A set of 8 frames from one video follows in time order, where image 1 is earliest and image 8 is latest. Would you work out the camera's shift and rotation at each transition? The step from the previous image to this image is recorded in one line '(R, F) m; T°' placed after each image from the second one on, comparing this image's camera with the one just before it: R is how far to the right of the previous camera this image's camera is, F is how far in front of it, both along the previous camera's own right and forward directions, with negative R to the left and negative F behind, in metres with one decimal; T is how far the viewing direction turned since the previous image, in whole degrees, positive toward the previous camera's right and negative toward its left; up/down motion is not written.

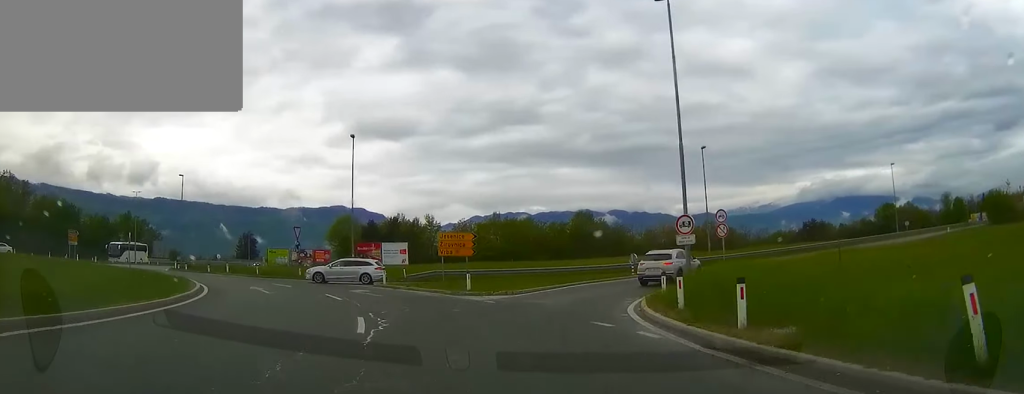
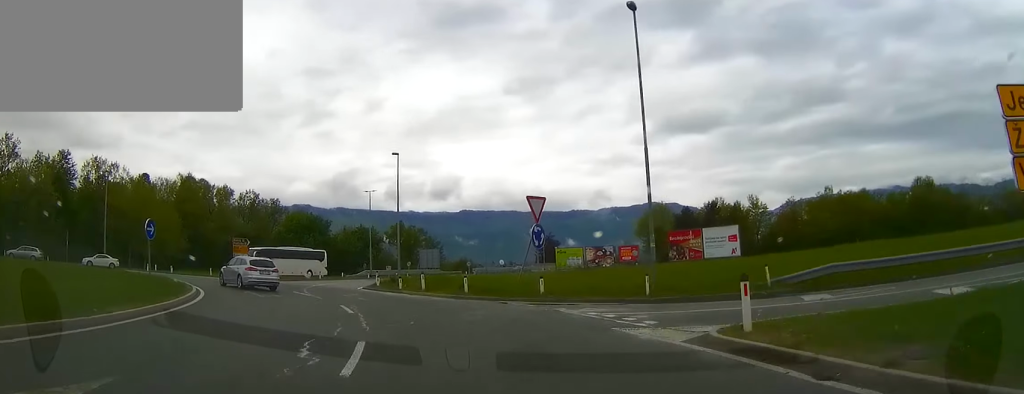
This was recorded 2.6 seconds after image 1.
(-4.5, +17.4) m; -19°
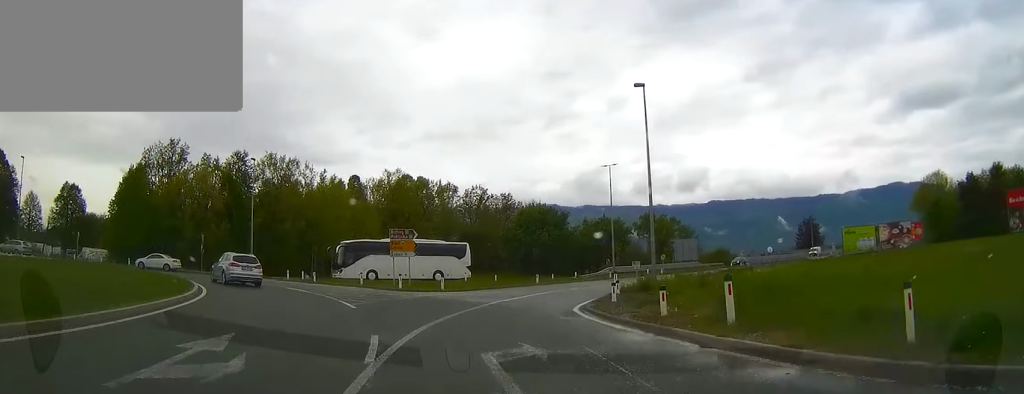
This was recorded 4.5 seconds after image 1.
(-2.5, +16.1) m; -6°
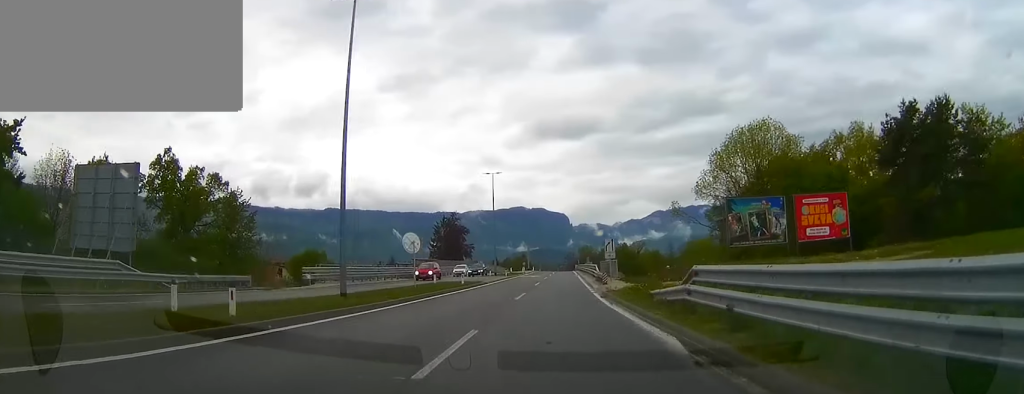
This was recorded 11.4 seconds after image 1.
(+21.2, +75.1) m; +23°
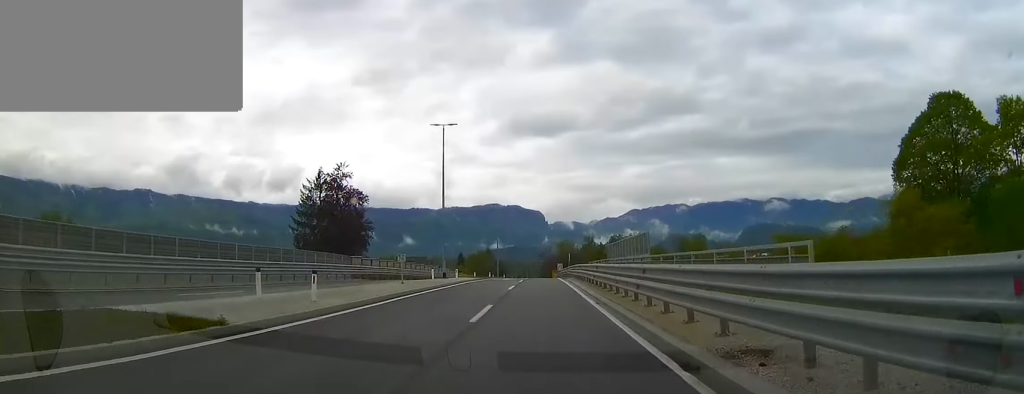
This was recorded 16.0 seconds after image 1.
(+0.1, +66.9) m; 0°
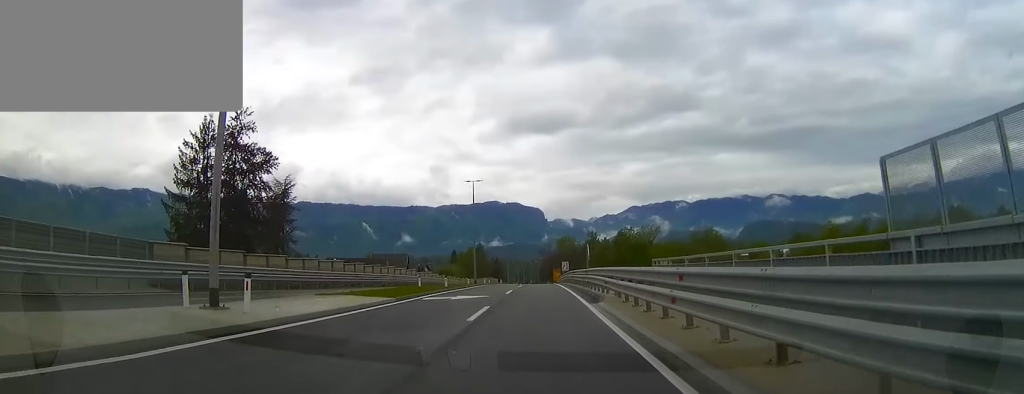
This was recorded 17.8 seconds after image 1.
(0.0, +28.8) m; +1°
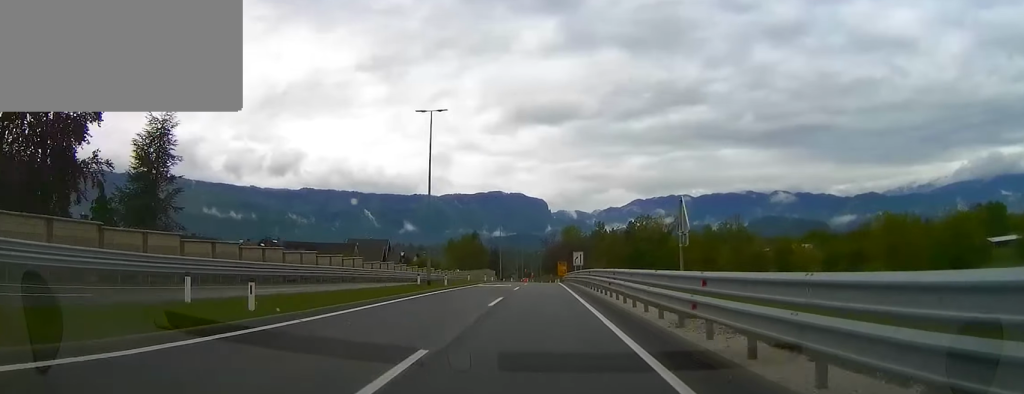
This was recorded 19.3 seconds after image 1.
(-0.1, +24.2) m; +1°
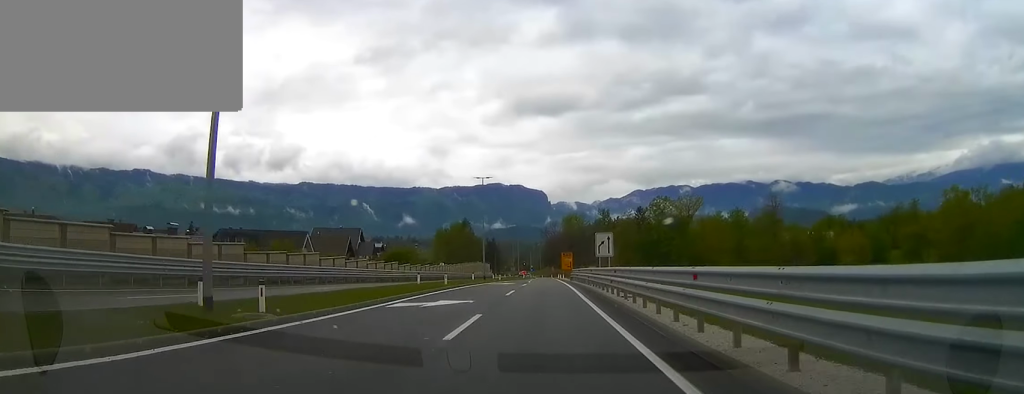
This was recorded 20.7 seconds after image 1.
(+0.4, +23.4) m; +1°
